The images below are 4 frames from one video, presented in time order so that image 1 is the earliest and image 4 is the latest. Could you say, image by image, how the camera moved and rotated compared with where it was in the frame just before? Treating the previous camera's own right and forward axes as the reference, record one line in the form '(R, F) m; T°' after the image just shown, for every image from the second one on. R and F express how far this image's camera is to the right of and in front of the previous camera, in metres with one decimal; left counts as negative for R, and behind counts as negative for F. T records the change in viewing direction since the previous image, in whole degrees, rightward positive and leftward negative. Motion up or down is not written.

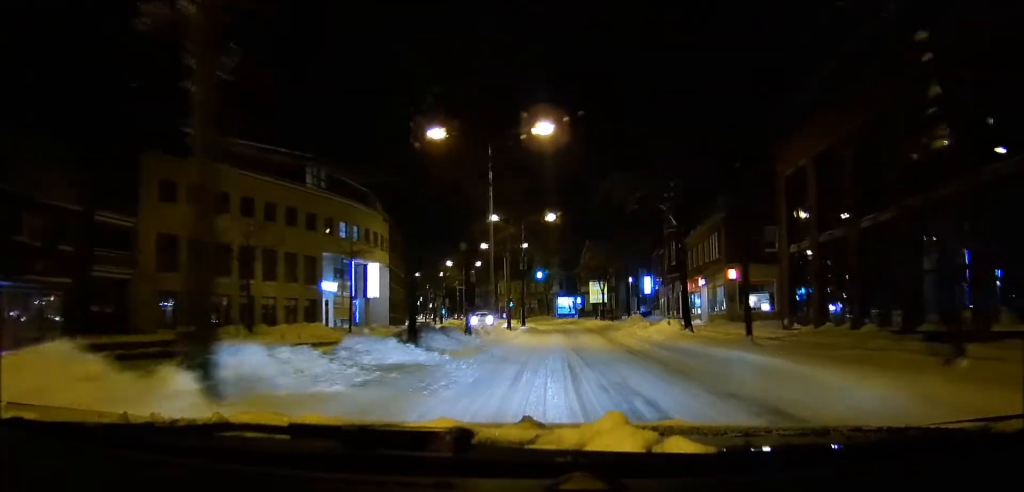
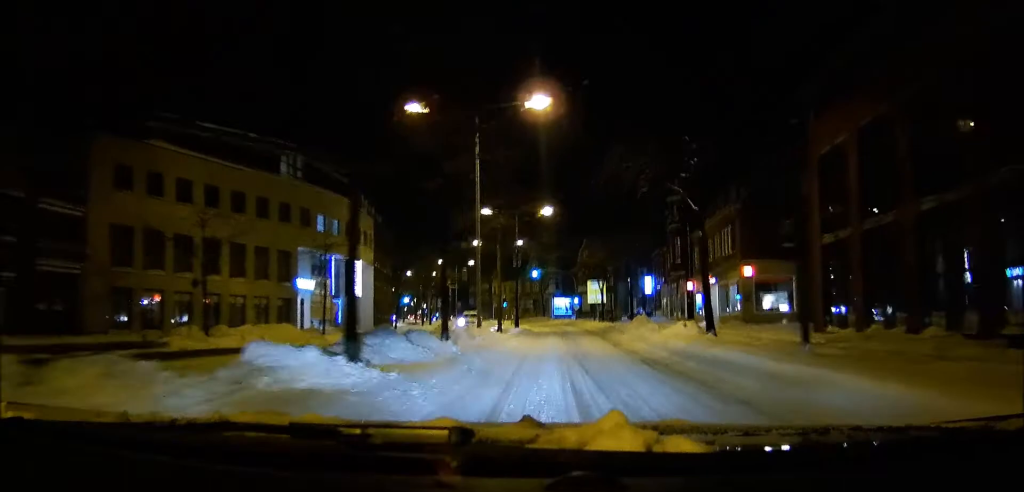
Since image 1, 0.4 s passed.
(0.0, +3.9) m; +1°
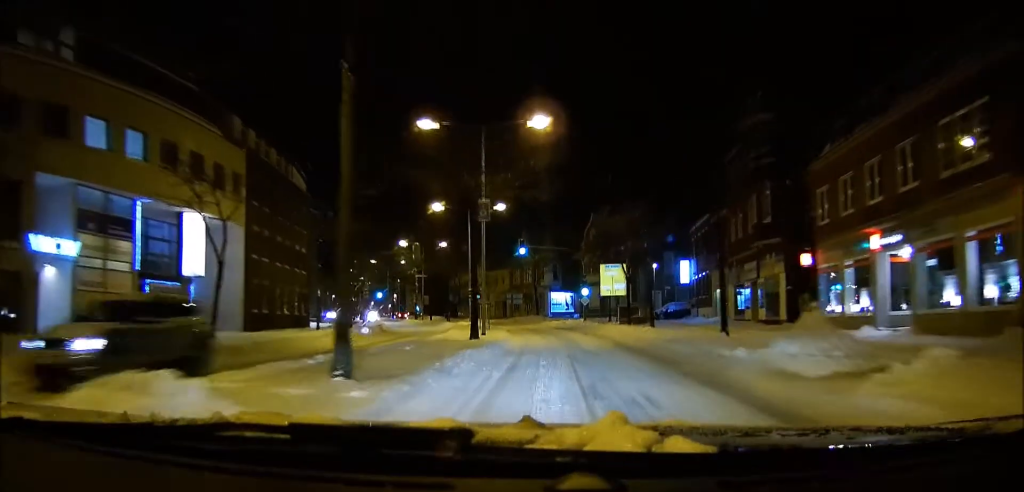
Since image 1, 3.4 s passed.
(+1.3, +26.4) m; +5°
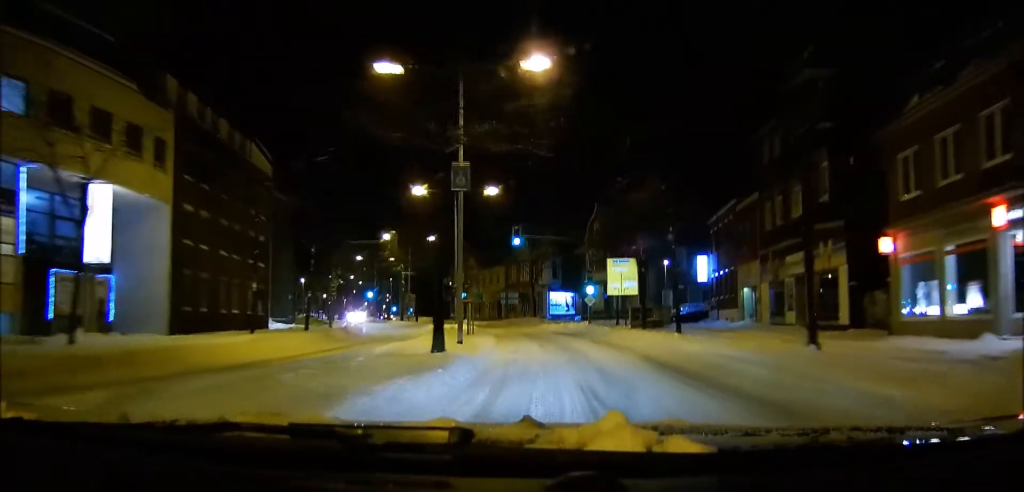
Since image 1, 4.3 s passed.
(0.0, +7.8) m; 0°
